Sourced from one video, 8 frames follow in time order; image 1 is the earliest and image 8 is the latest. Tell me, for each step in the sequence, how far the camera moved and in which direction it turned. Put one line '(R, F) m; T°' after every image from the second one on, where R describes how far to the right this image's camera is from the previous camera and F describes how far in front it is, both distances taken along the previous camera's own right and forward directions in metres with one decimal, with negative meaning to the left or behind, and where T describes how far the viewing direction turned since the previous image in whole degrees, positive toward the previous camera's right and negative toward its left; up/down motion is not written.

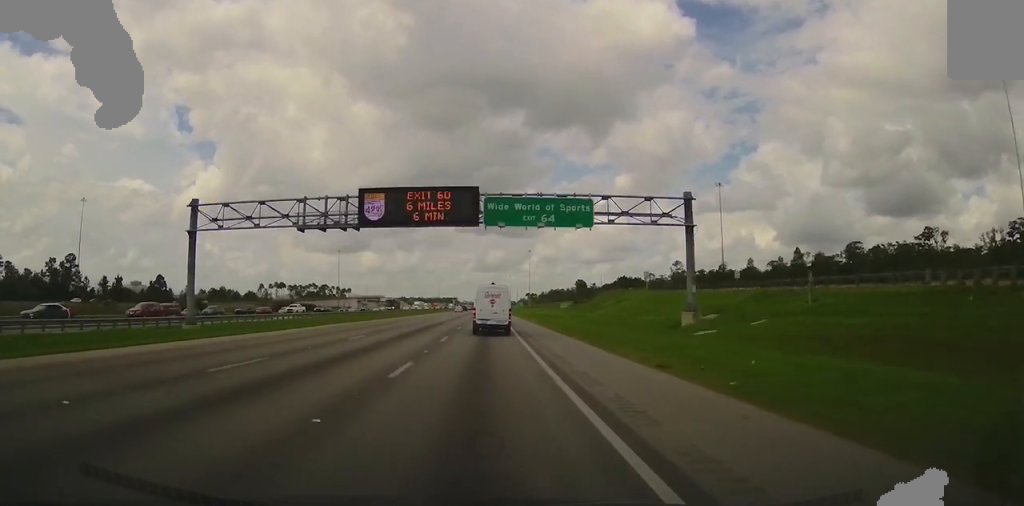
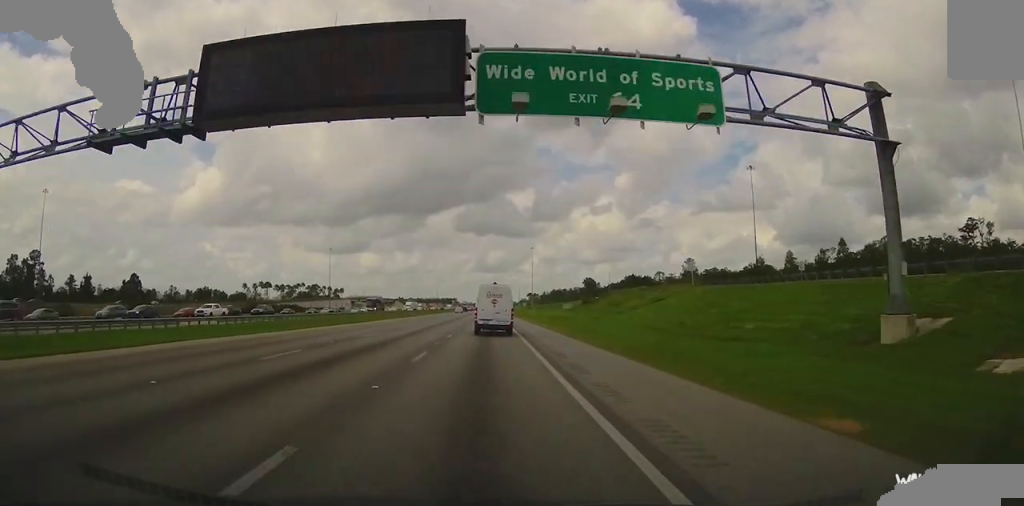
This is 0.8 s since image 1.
(0.0, +21.6) m; 0°
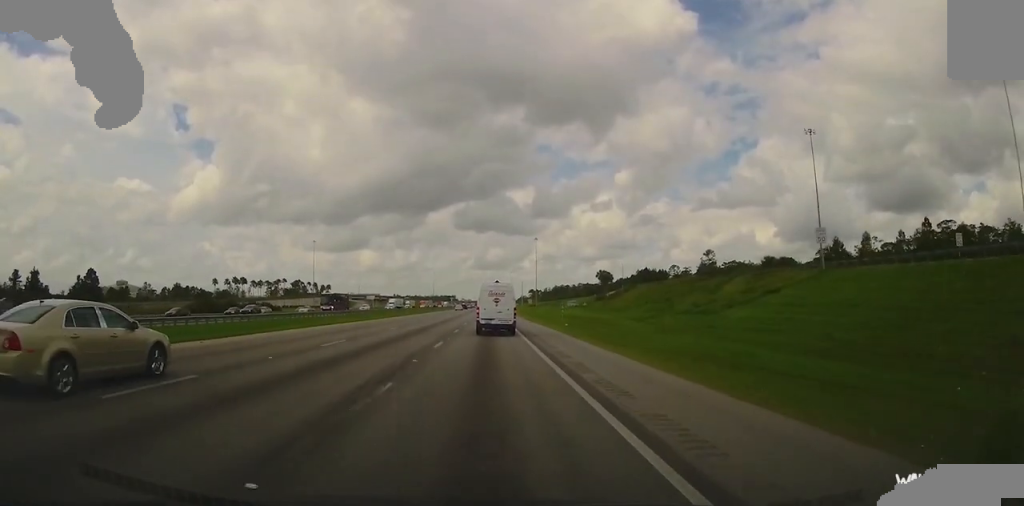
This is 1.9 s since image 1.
(0.0, +30.9) m; 0°
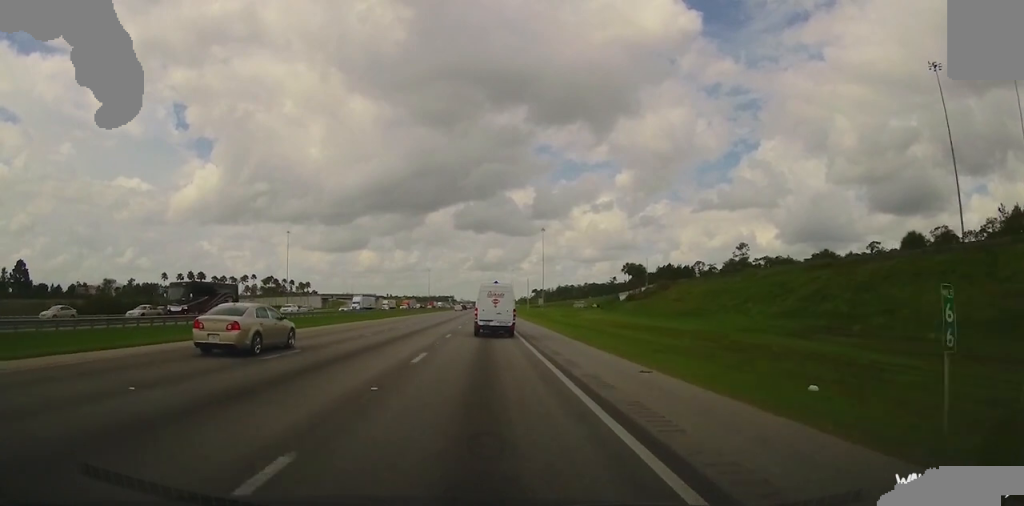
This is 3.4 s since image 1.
(-0.3, +41.9) m; 0°
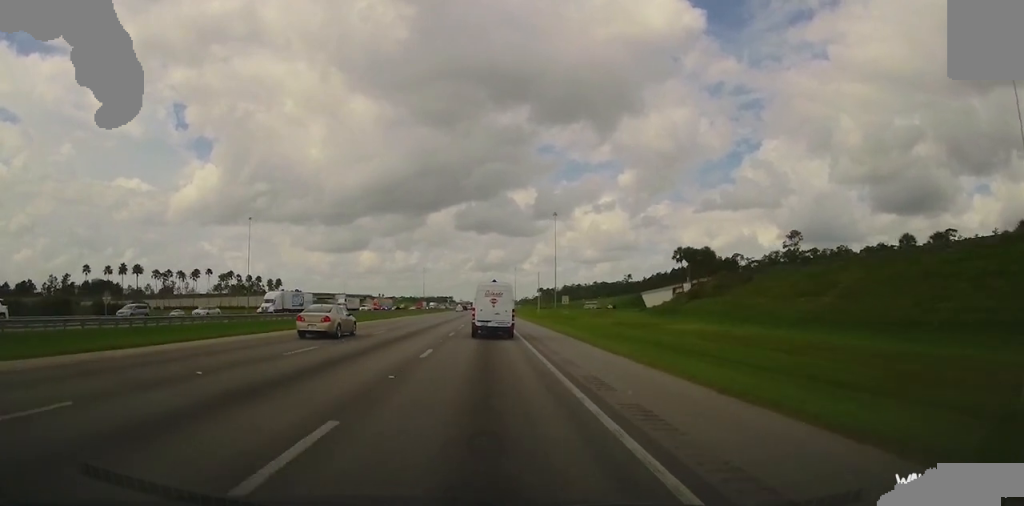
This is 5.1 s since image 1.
(+0.7, +47.4) m; +1°
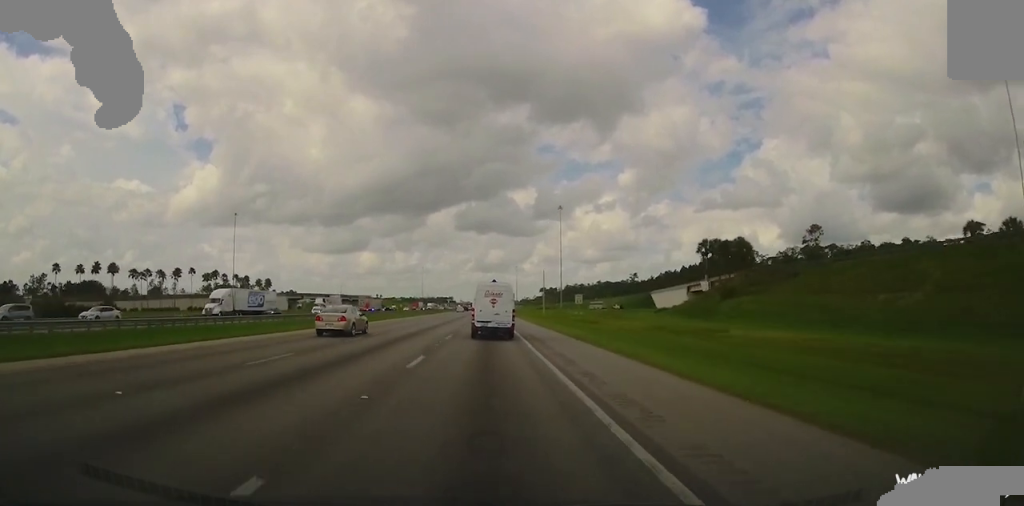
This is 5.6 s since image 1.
(-0.2, +14.6) m; 0°
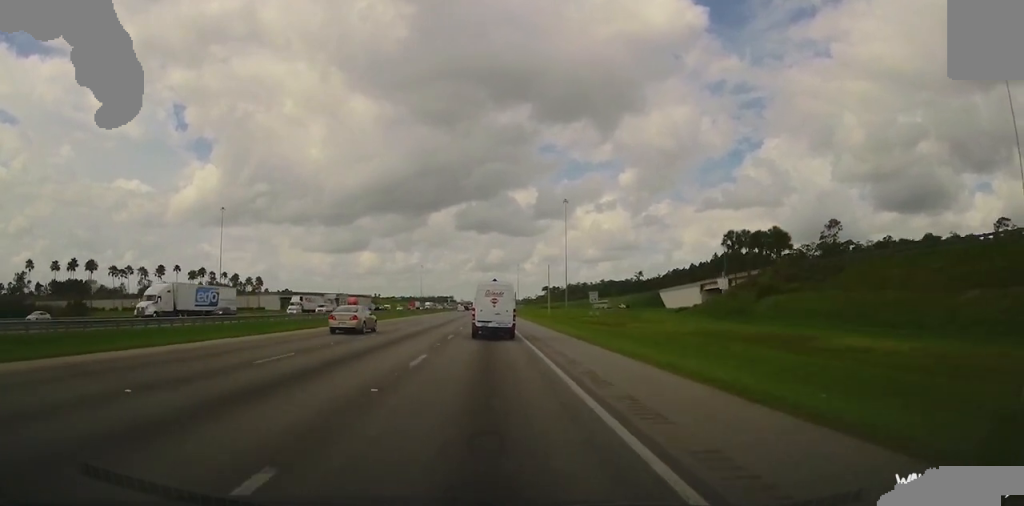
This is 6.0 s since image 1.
(-0.1, +11.9) m; 0°
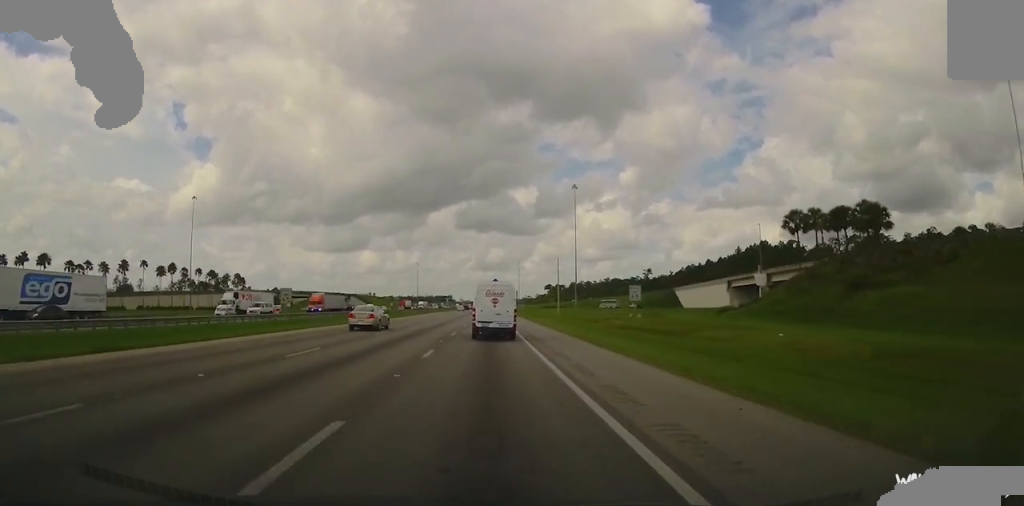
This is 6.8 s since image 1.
(+0.3, +21.9) m; 0°
